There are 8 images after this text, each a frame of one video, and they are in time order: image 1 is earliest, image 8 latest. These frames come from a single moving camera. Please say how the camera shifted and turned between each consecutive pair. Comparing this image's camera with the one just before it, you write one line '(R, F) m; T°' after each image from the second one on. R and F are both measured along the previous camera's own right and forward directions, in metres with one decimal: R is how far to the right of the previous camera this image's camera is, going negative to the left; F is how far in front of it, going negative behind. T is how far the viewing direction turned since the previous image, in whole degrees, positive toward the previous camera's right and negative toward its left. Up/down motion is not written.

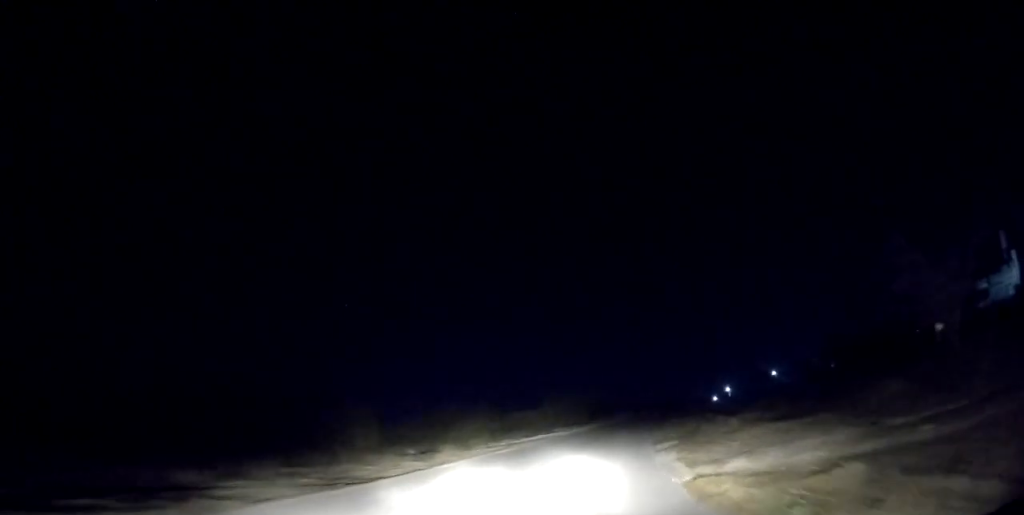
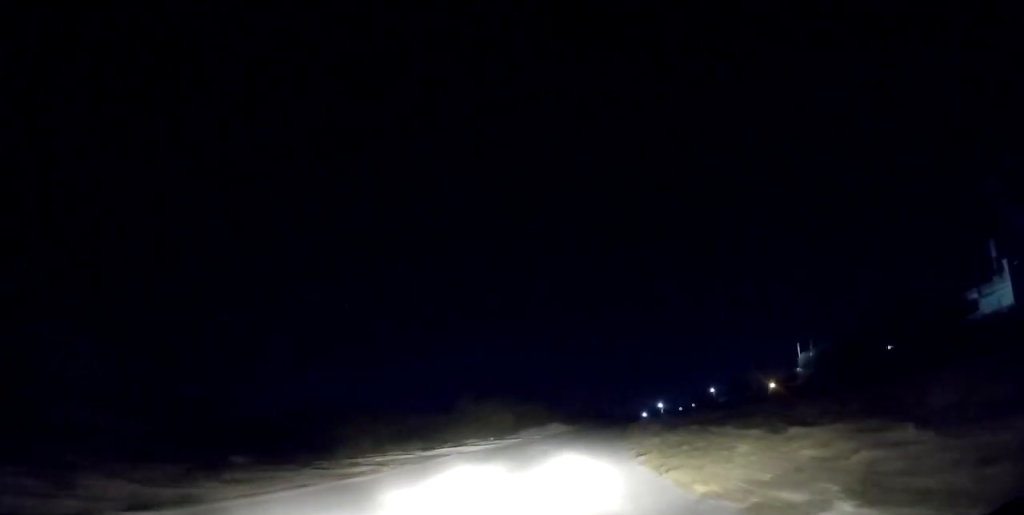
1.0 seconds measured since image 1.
(+0.7, +13.3) m; +9°
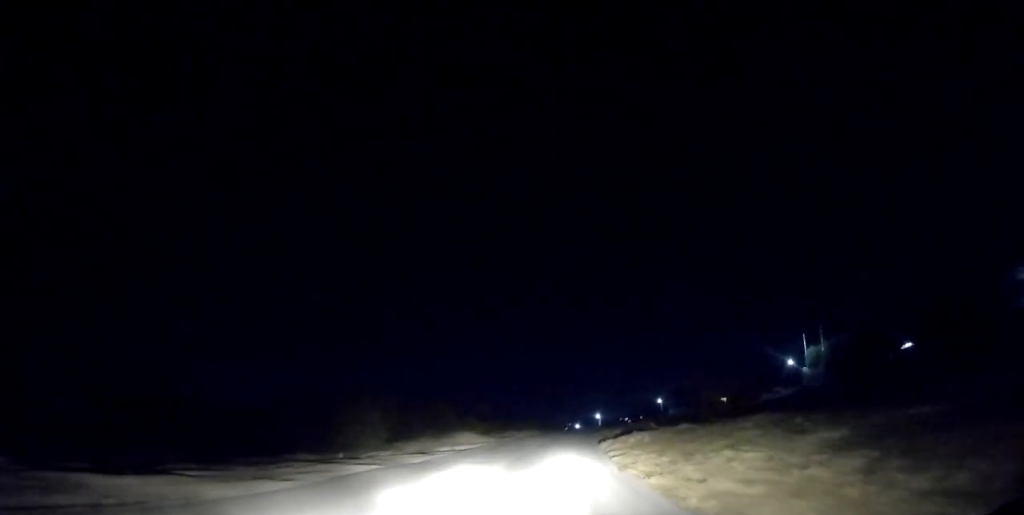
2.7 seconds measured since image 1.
(+2.9, +22.8) m; +10°
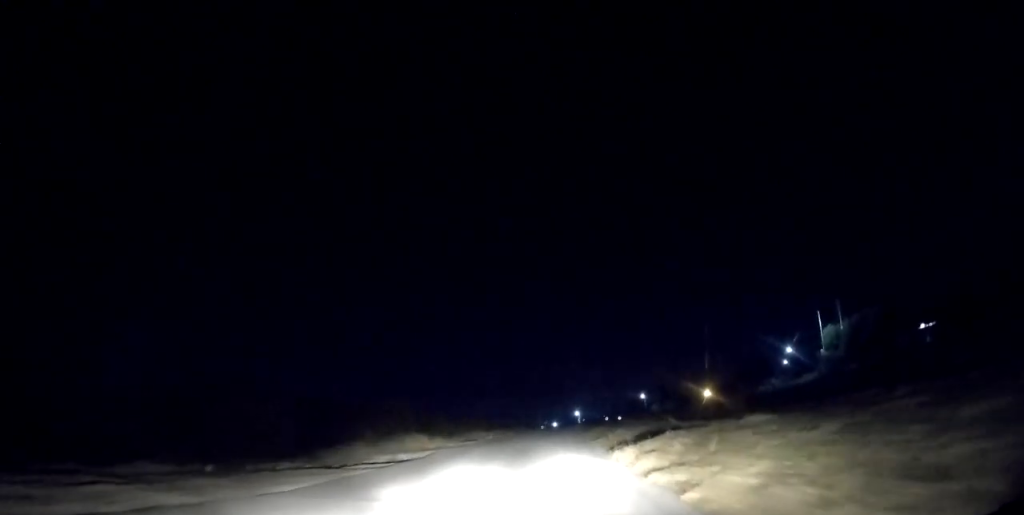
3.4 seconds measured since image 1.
(+0.2, +9.5) m; +3°
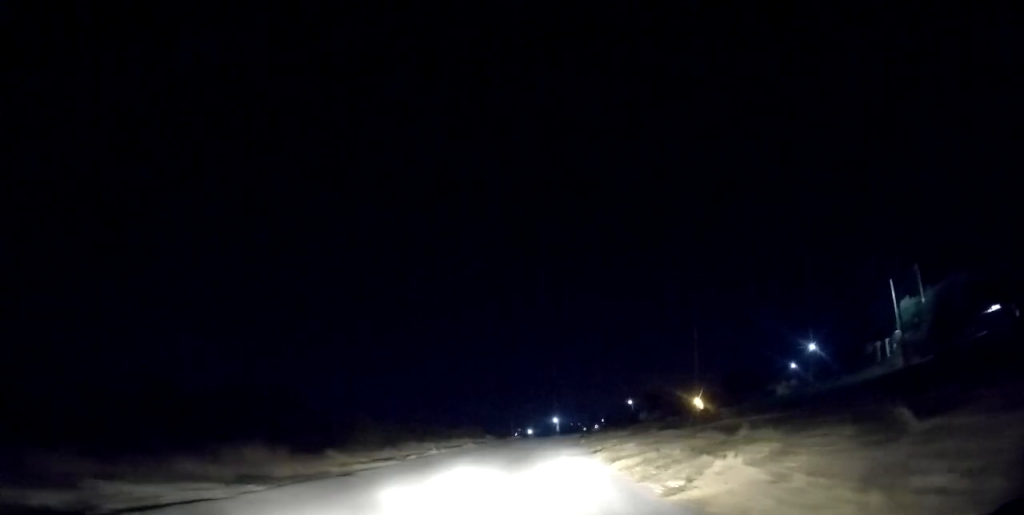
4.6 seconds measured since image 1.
(+0.7, +16.8) m; +5°
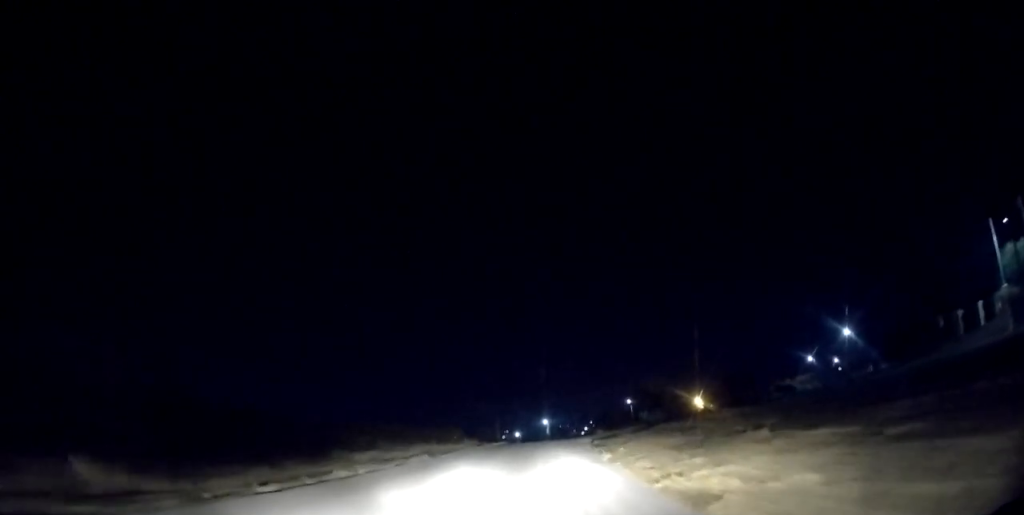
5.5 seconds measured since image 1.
(+0.3, +13.2) m; +2°
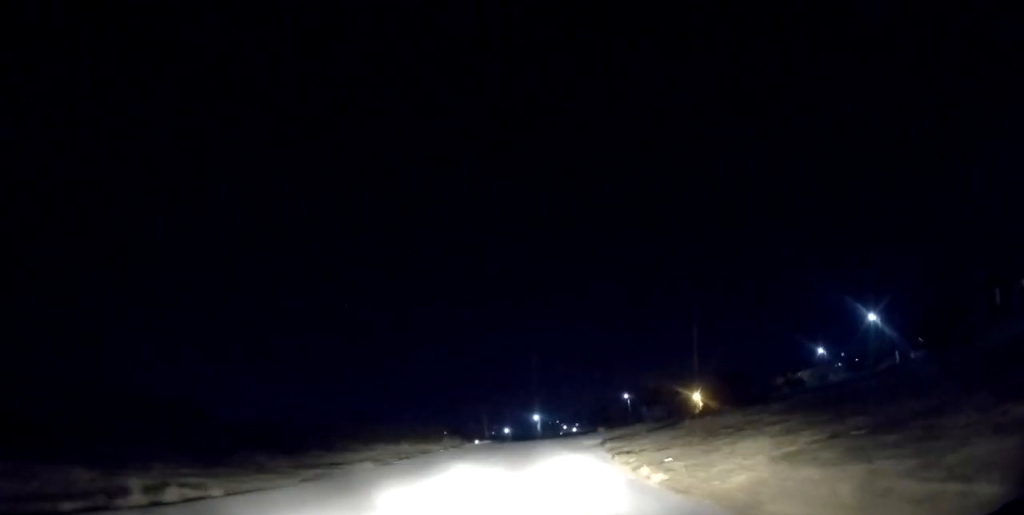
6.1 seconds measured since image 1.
(+0.1, +8.4) m; +1°
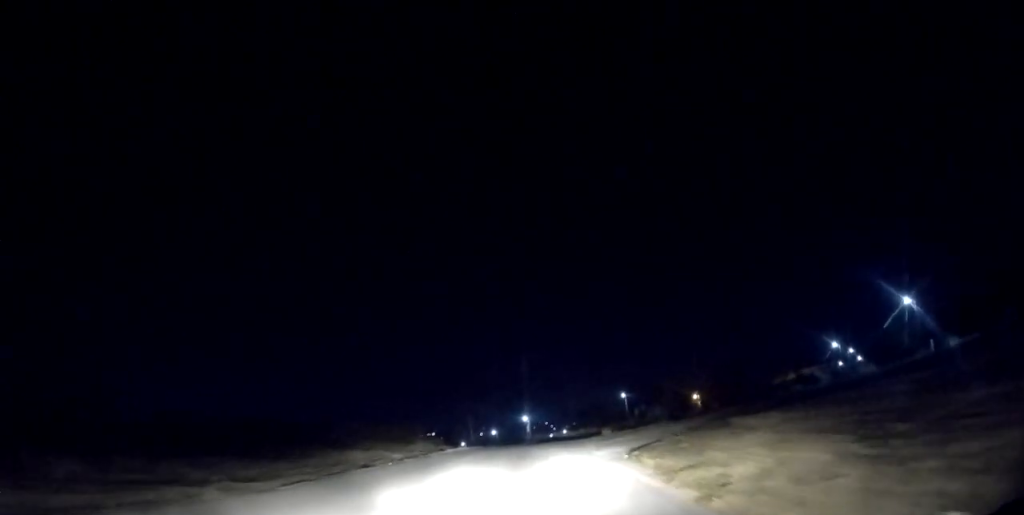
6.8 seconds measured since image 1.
(+0.1, +9.2) m; 0°
